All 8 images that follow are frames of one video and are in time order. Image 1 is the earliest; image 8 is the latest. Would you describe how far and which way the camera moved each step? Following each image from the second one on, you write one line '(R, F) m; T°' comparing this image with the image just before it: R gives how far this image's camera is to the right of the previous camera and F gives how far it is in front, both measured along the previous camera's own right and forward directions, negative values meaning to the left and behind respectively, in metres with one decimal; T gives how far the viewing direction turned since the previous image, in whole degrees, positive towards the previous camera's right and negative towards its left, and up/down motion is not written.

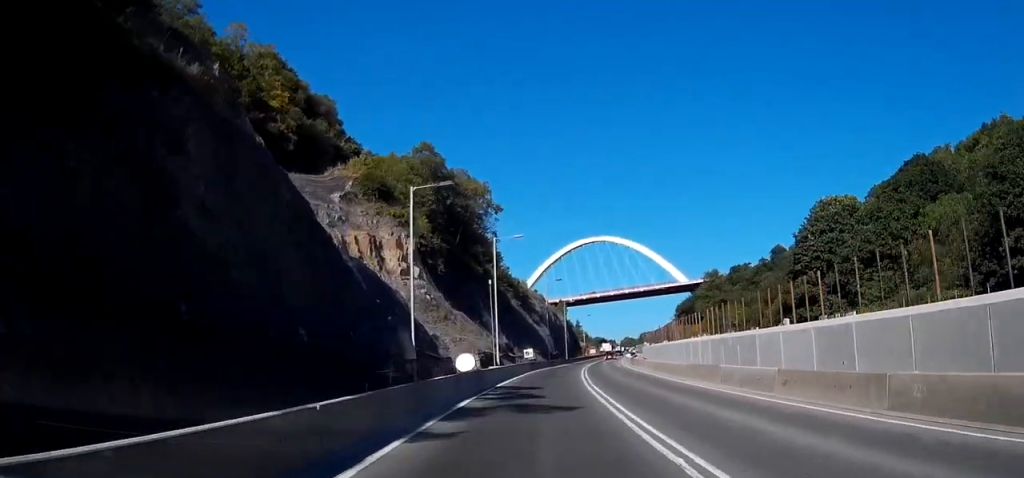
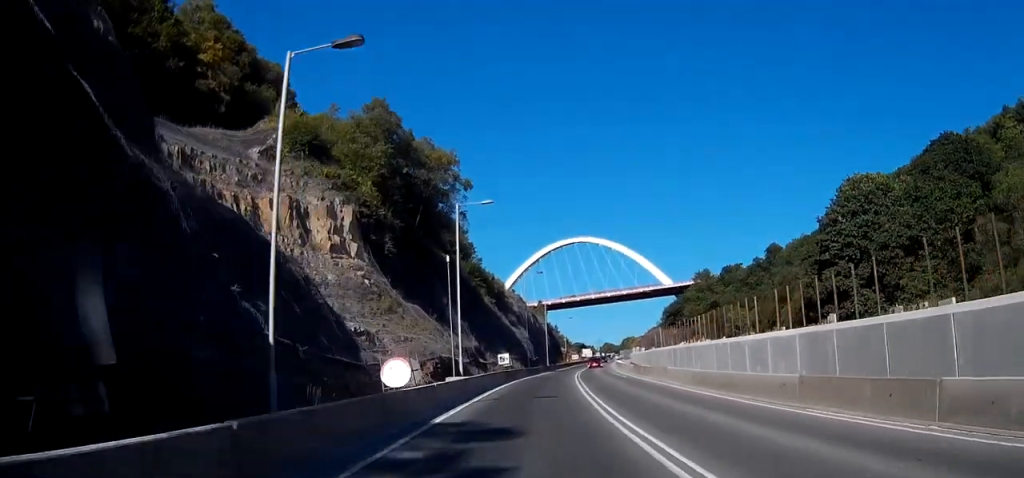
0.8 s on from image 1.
(+0.1, +13.8) m; +2°
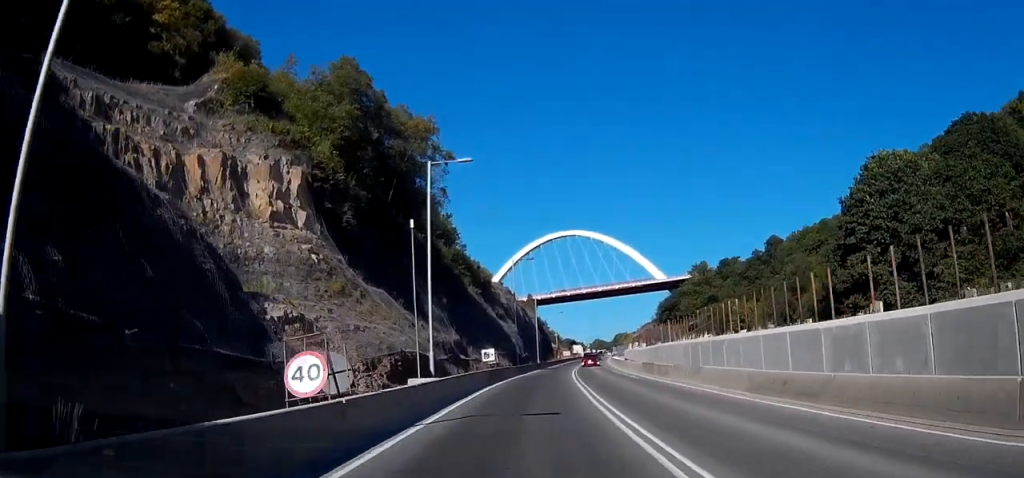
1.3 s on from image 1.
(+0.2, +8.0) m; +1°
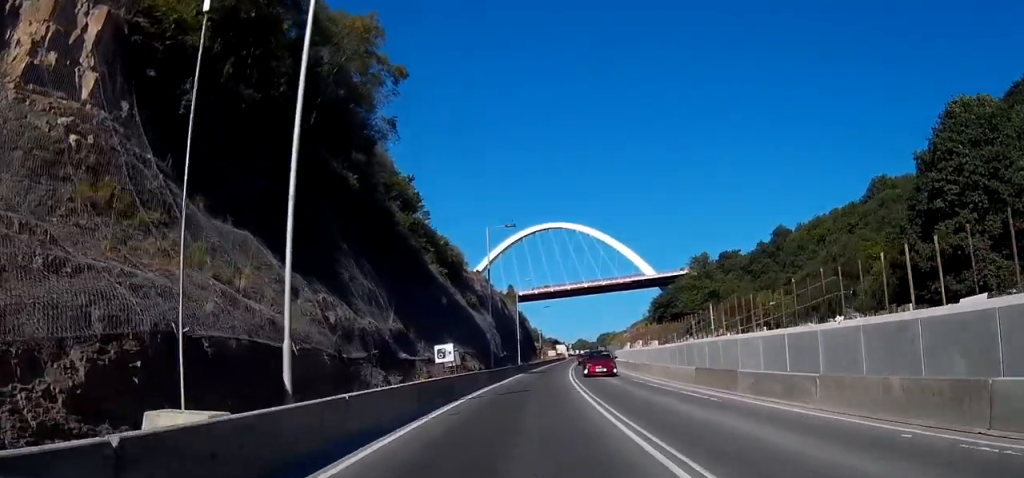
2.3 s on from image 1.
(+0.4, +17.1) m; +1°
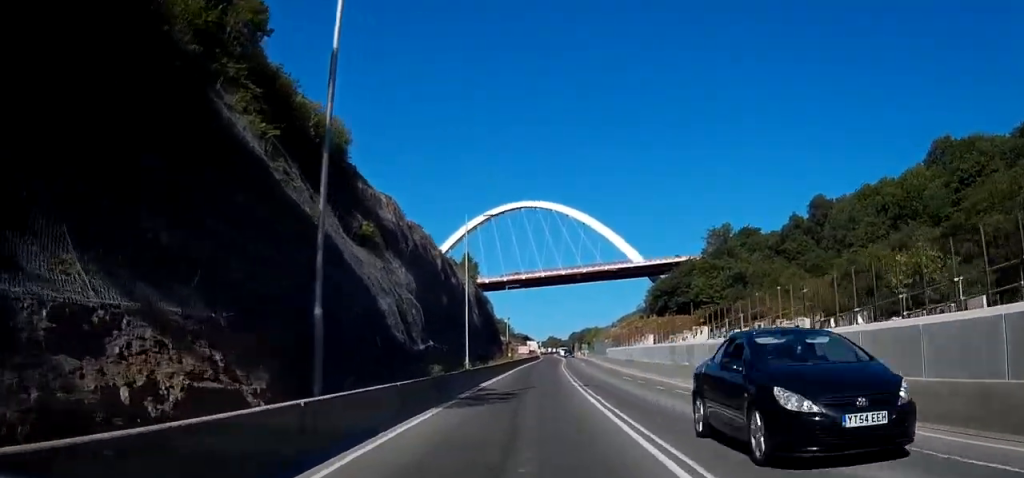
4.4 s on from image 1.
(+0.9, +36.6) m; +4°
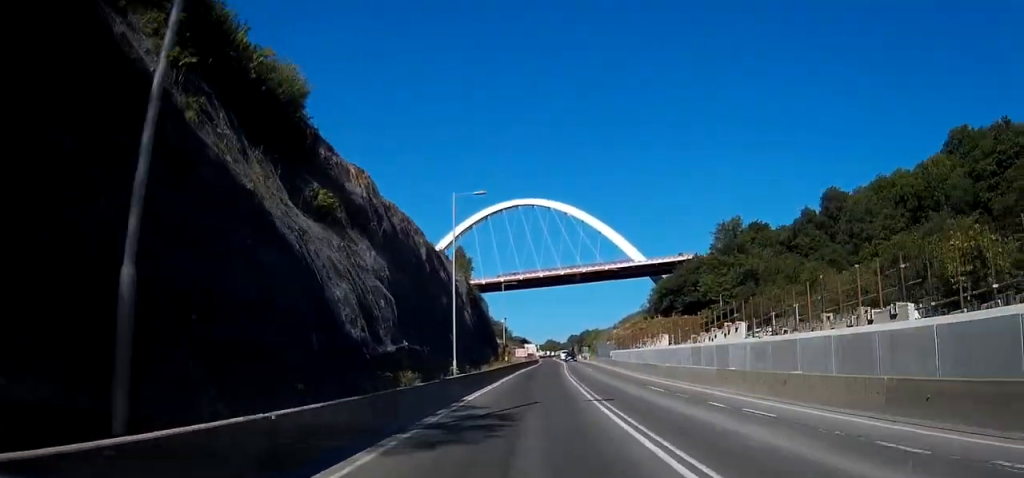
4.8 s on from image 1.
(0.0, +6.8) m; +1°
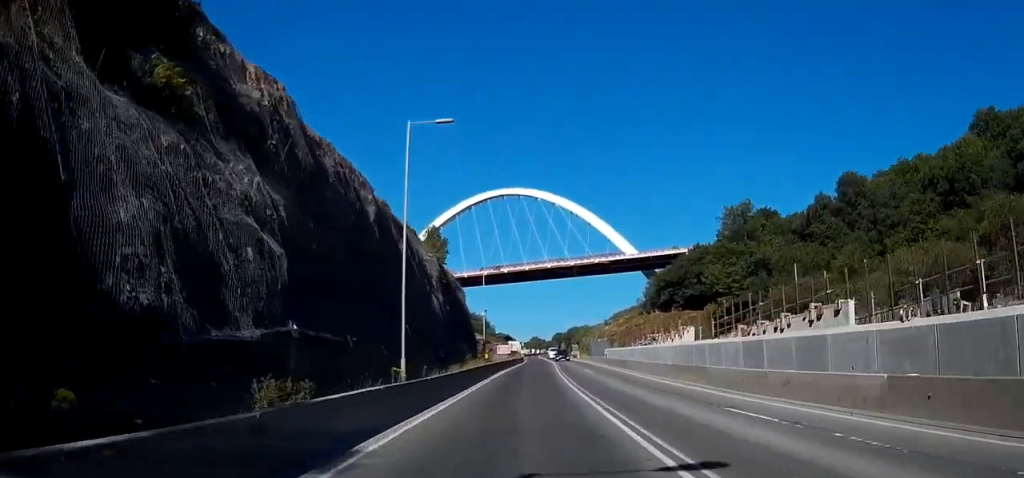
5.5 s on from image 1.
(+0.1, +12.1) m; 0°
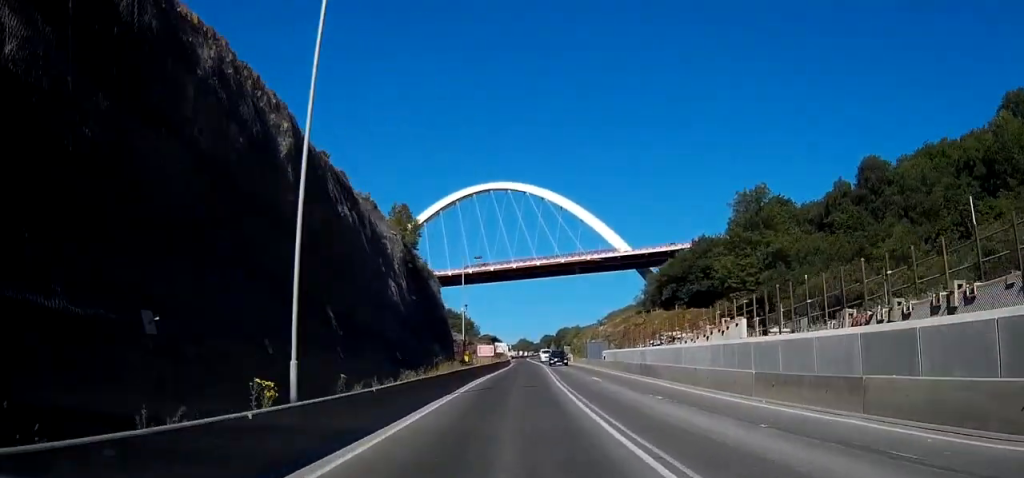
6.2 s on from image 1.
(0.0, +11.5) m; 0°
